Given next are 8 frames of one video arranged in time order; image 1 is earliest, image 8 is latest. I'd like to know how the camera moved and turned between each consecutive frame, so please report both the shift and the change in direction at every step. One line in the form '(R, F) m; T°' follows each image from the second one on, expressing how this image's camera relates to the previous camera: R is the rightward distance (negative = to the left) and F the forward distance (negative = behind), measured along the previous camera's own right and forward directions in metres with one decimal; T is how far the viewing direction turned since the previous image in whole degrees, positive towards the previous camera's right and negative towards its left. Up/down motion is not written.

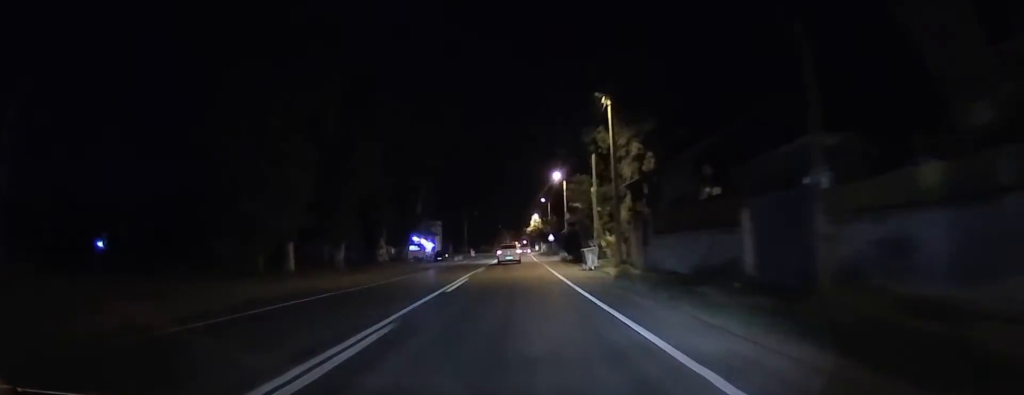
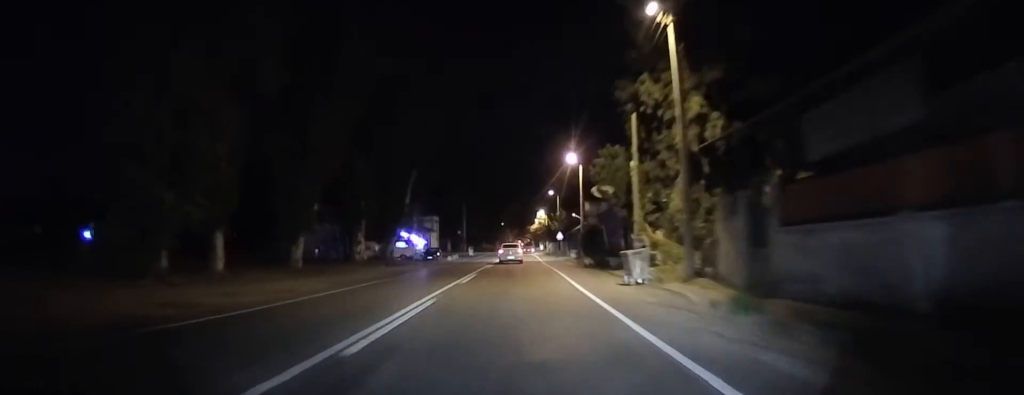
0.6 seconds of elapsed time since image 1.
(+0.1, +9.0) m; 0°
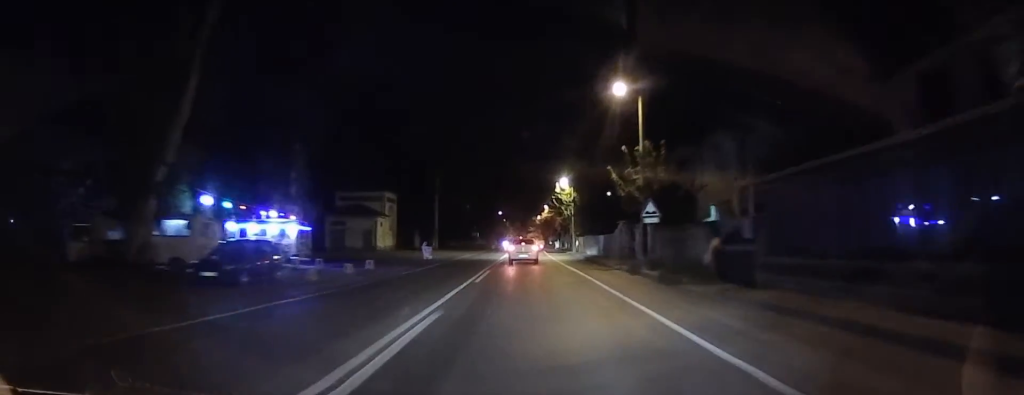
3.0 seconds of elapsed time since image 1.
(-0.5, +41.7) m; +1°
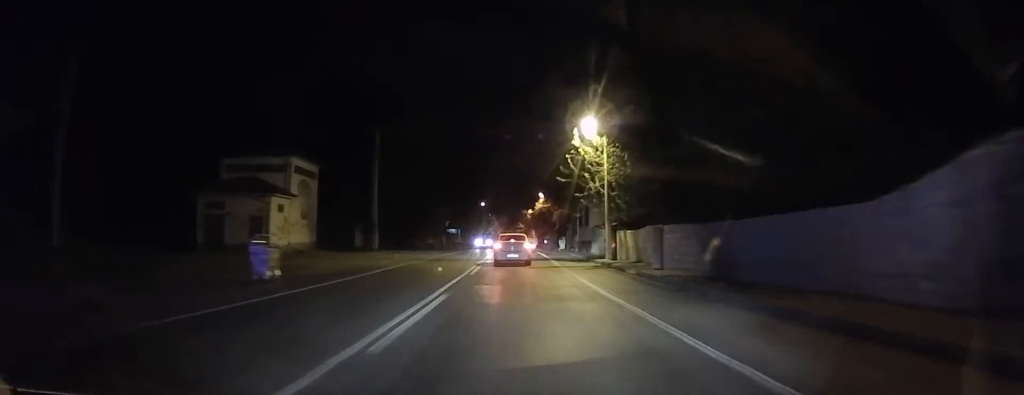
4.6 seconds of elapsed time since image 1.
(-0.3, +30.6) m; -2°
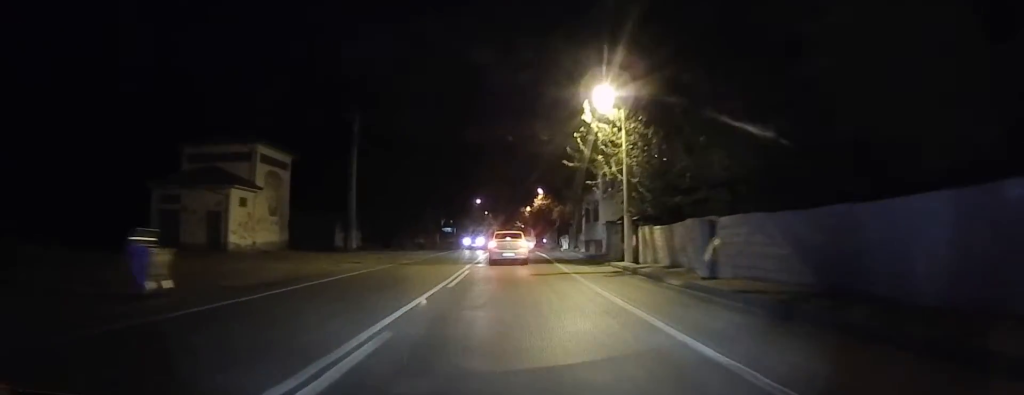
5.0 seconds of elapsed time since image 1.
(-0.2, +7.7) m; 0°
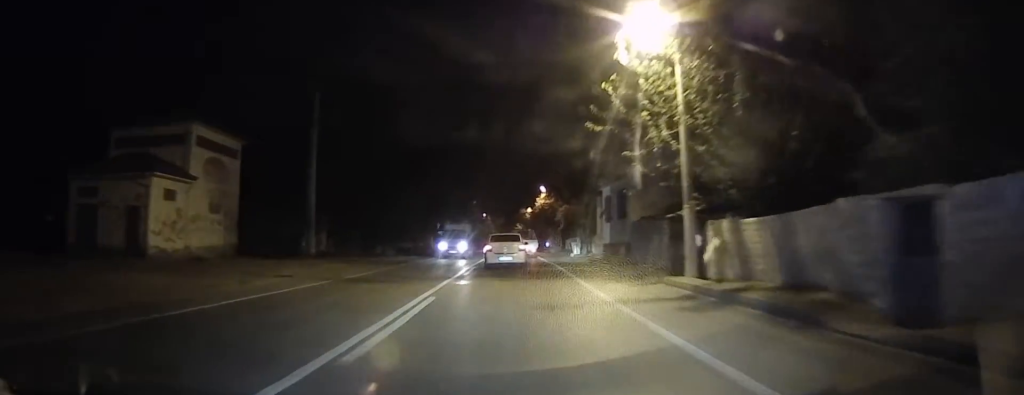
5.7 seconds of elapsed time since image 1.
(+0.1, +11.7) m; 0°
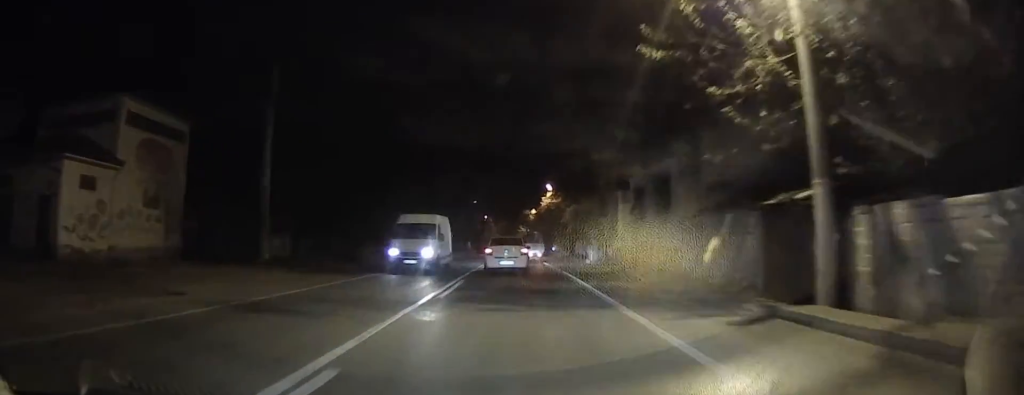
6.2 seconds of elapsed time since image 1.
(+0.3, +9.6) m; 0°
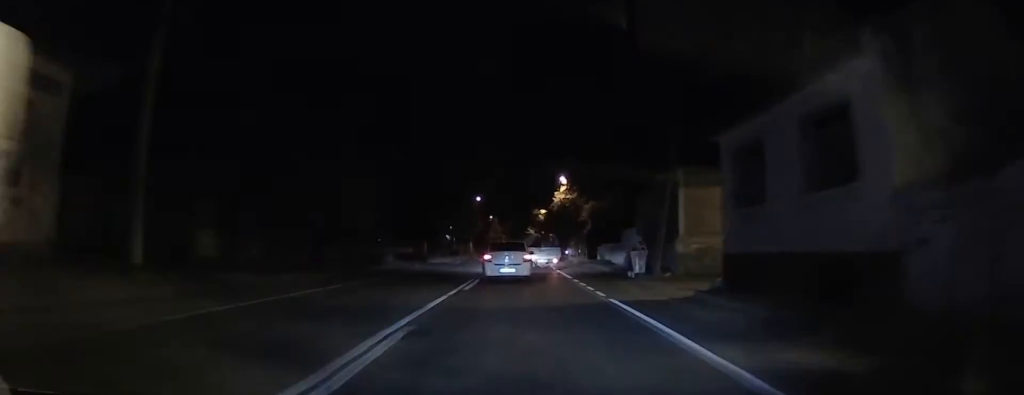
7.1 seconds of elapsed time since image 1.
(-0.4, +12.6) m; +1°
